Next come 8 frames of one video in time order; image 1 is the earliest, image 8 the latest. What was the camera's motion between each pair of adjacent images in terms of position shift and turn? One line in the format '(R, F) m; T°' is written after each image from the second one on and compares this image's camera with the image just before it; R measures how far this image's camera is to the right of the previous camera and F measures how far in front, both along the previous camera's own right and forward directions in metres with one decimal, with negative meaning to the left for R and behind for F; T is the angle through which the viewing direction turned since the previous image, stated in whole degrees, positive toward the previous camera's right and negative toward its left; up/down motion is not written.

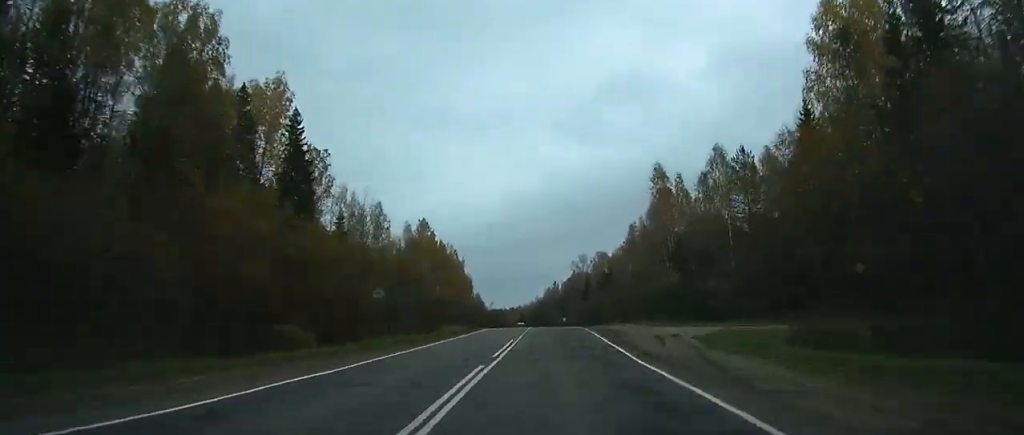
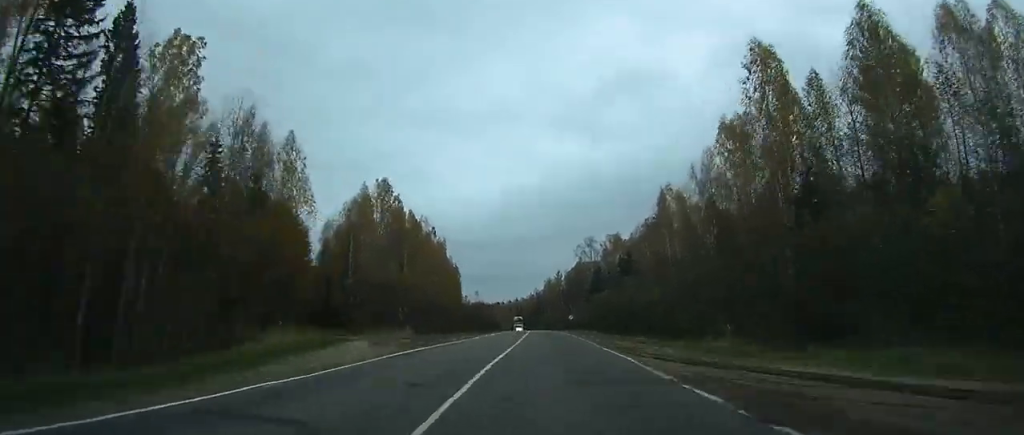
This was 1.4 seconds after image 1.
(0.0, +36.4) m; 0°
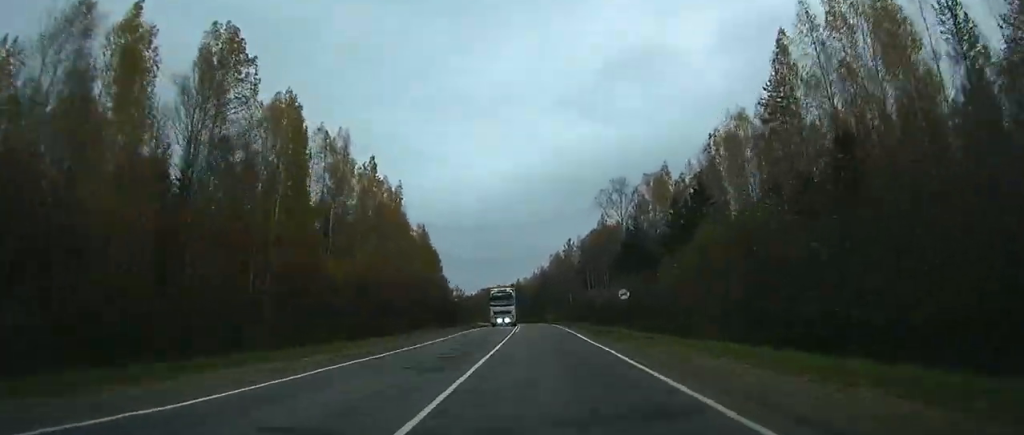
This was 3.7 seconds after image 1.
(-0.5, +60.1) m; -1°
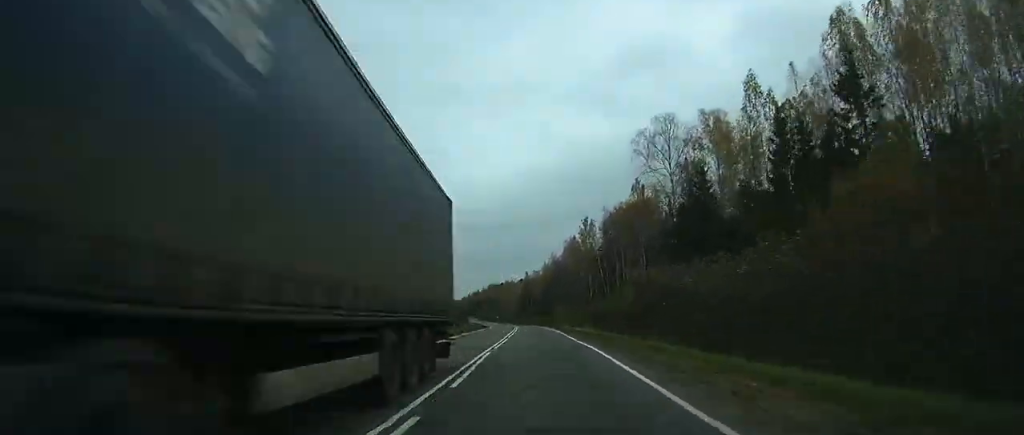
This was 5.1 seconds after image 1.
(-0.3, +40.1) m; -1°
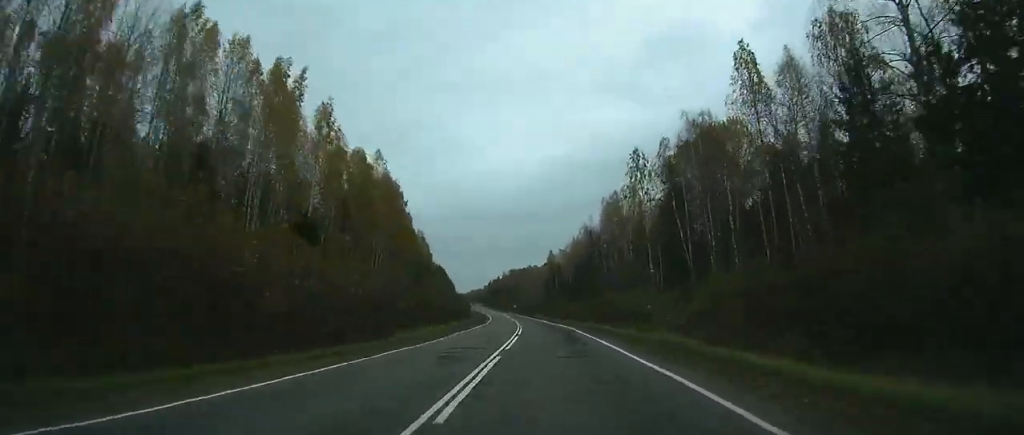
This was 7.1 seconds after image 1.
(-0.8, +52.3) m; -2°
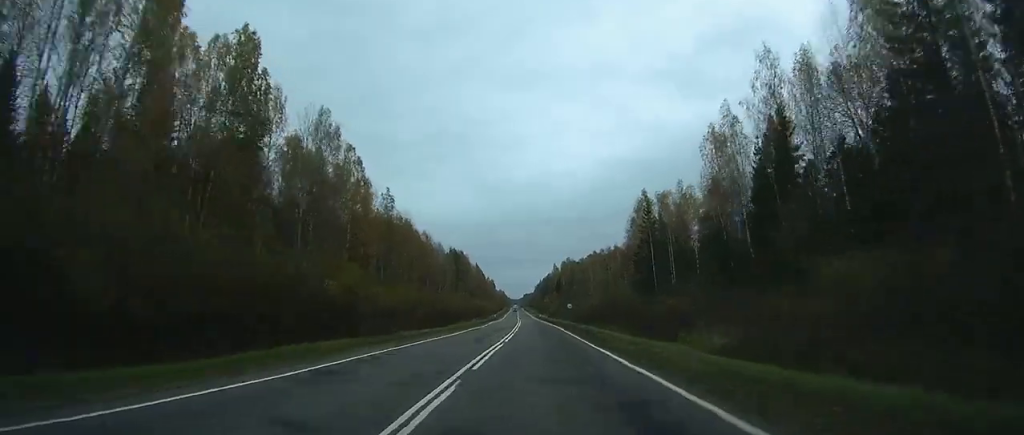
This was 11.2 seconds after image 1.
(-4.6, +108.8) m; -5°
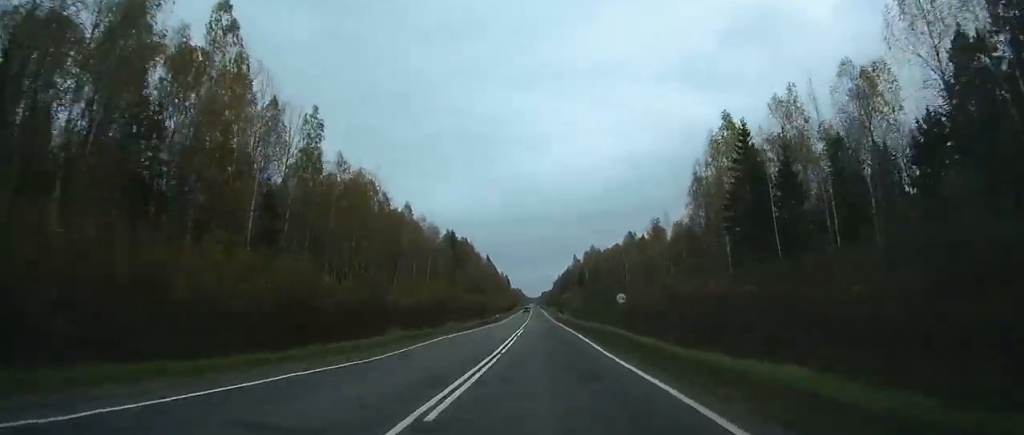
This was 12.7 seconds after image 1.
(-0.5, +39.4) m; -1°
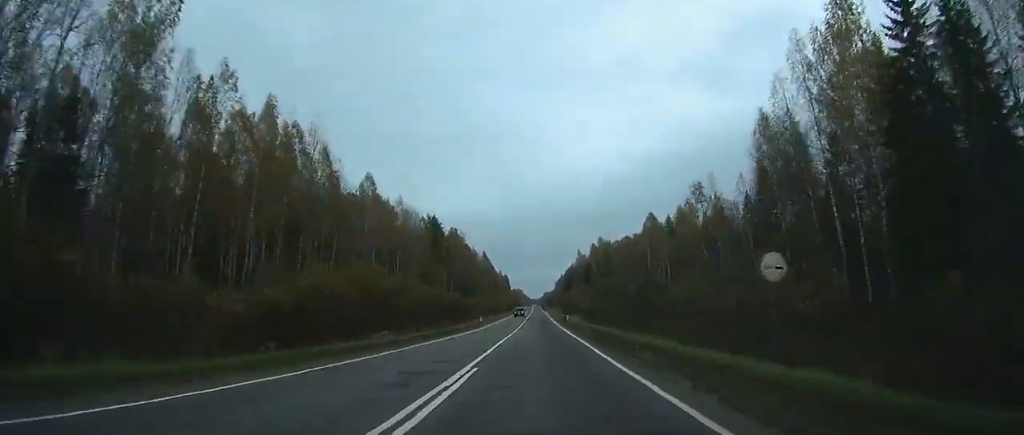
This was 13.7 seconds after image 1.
(-0.3, +29.4) m; -1°
